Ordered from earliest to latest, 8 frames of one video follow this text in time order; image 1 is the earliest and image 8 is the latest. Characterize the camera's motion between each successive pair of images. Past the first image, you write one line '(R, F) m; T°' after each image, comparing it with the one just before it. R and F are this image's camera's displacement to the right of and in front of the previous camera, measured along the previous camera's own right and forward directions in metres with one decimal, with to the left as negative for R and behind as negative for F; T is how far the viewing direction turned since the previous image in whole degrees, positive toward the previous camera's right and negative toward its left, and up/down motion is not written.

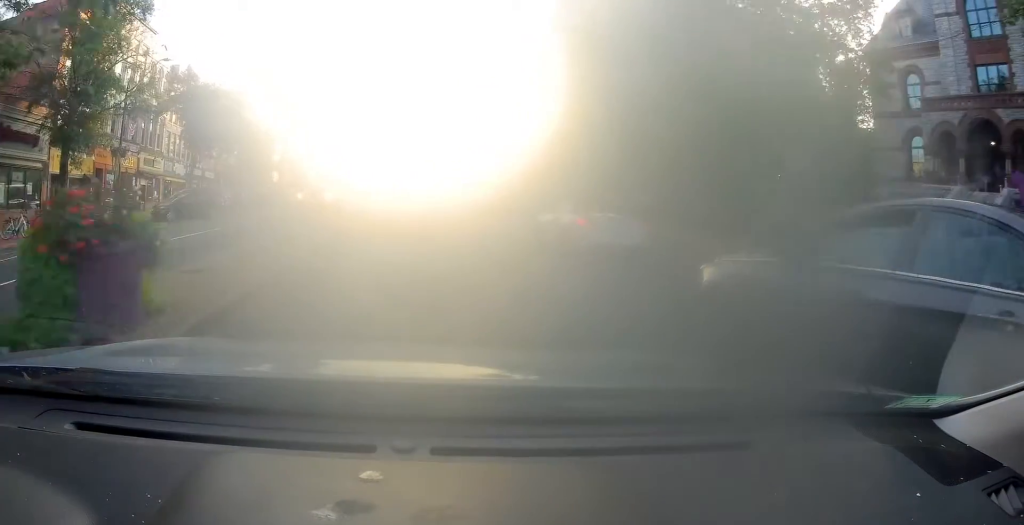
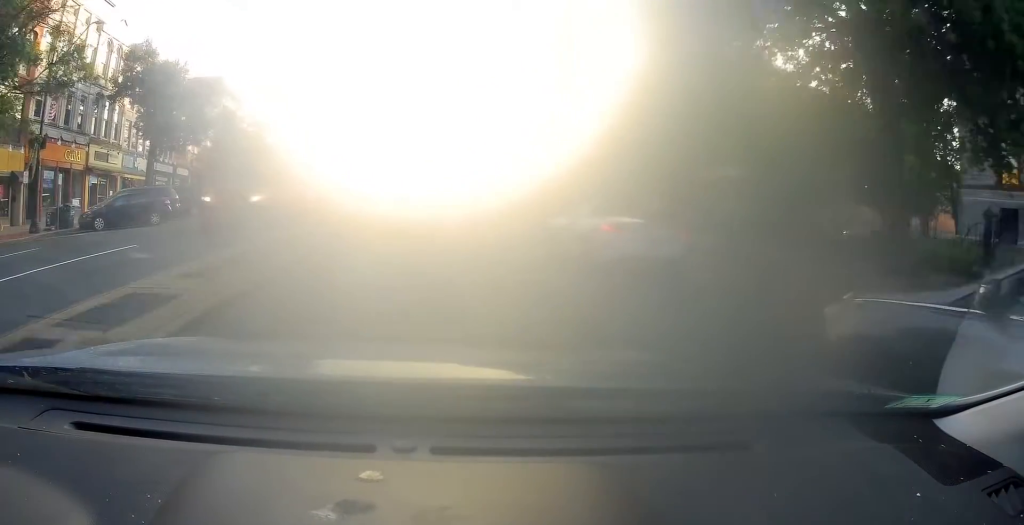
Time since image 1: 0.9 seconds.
(+0.3, +8.1) m; +1°
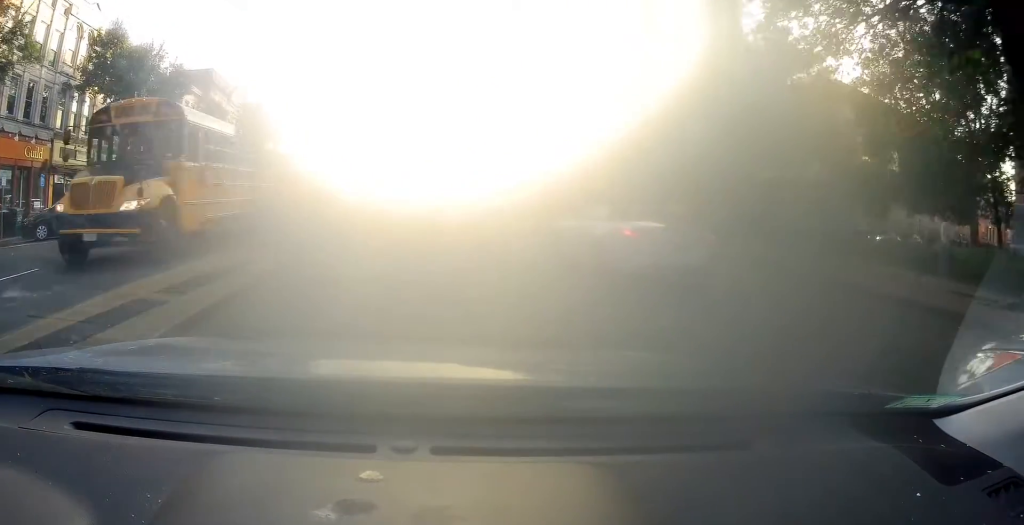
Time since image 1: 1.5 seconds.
(0.0, +4.4) m; 0°
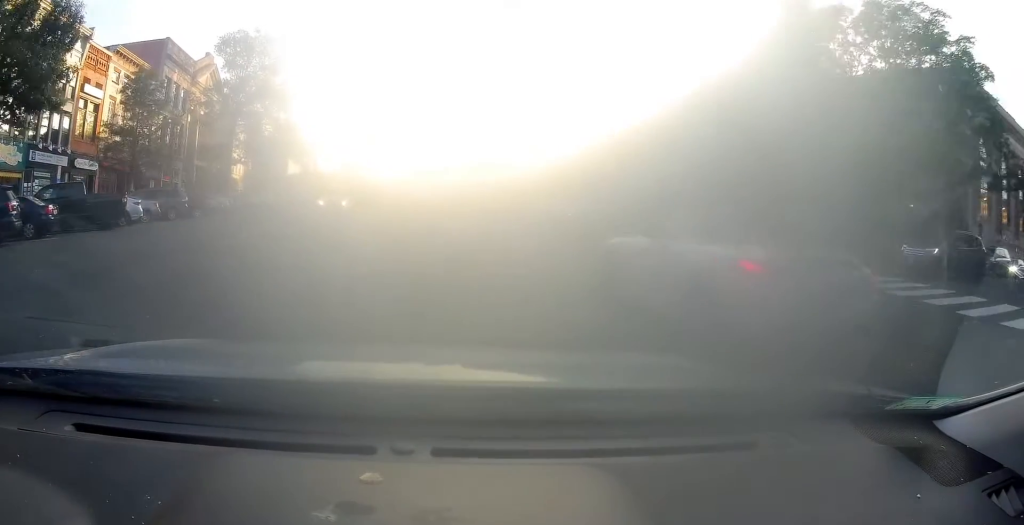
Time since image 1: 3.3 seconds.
(0.0, +13.5) m; +4°
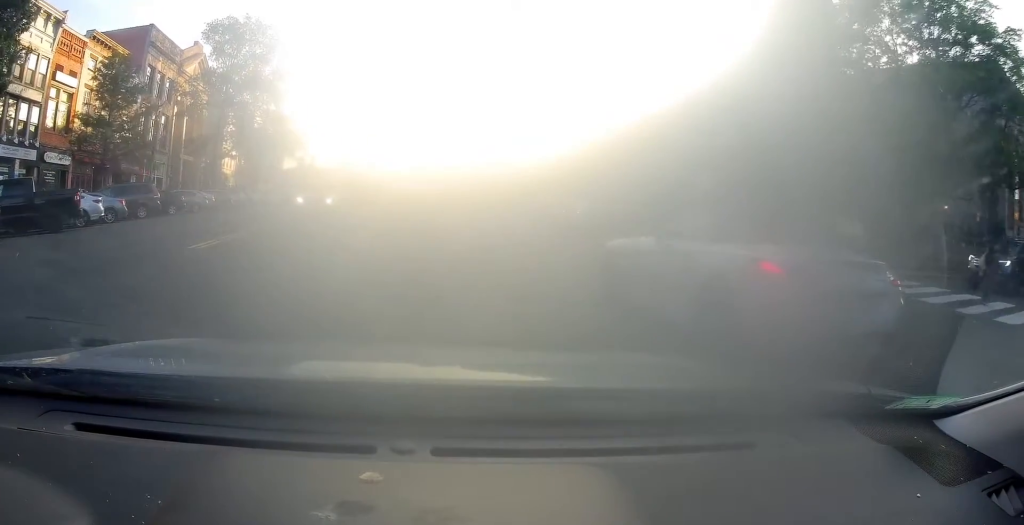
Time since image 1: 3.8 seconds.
(+0.2, +3.1) m; +1°
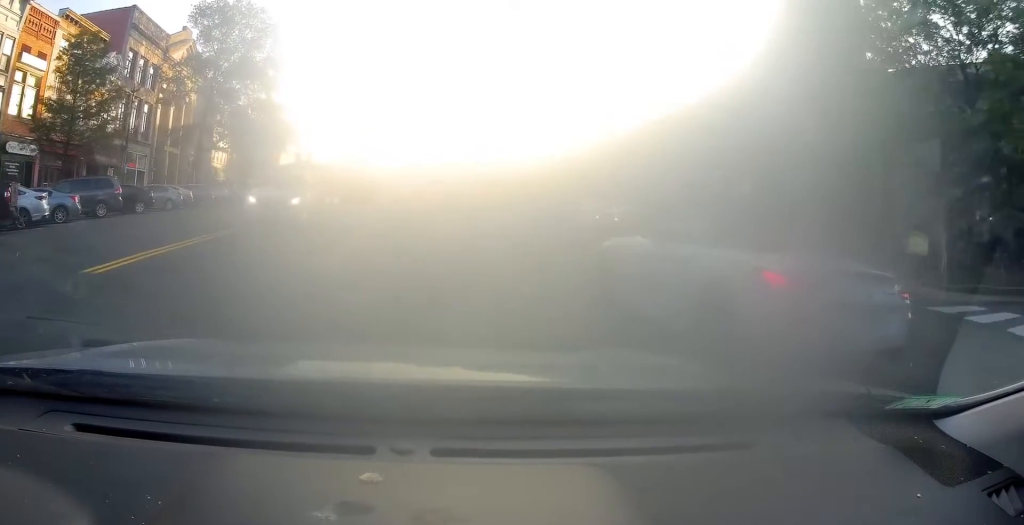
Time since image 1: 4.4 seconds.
(+0.1, +3.7) m; 0°
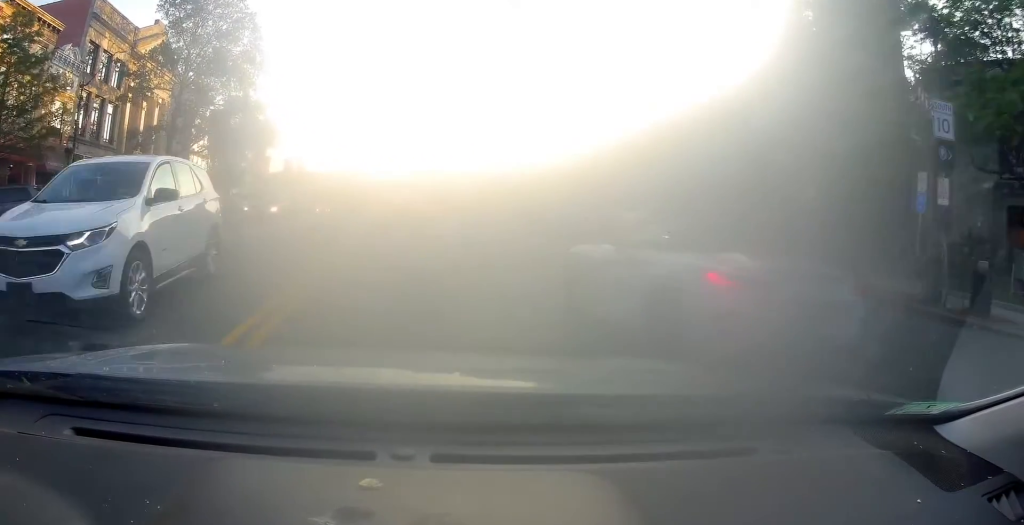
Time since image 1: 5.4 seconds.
(-0.2, +5.4) m; -1°
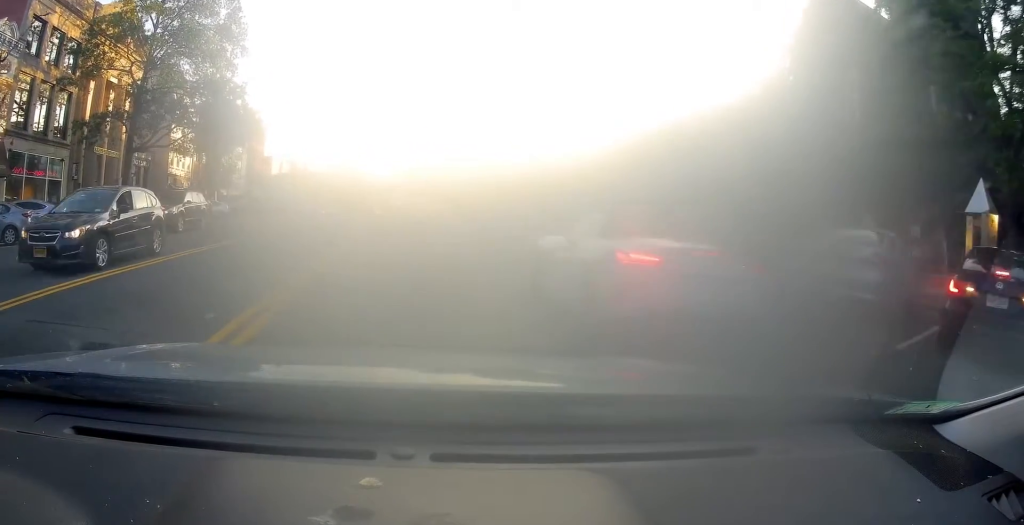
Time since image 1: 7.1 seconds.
(+0.3, +8.0) m; +6°
